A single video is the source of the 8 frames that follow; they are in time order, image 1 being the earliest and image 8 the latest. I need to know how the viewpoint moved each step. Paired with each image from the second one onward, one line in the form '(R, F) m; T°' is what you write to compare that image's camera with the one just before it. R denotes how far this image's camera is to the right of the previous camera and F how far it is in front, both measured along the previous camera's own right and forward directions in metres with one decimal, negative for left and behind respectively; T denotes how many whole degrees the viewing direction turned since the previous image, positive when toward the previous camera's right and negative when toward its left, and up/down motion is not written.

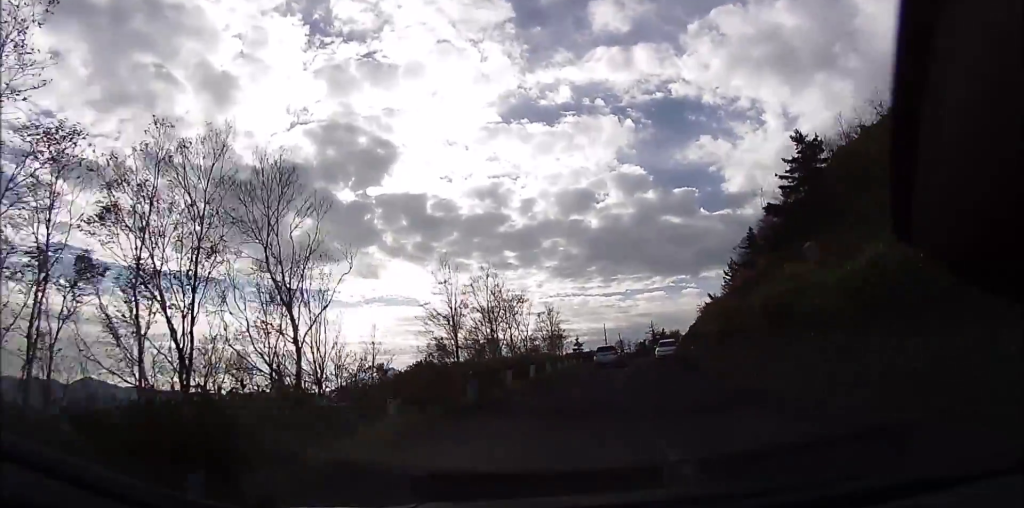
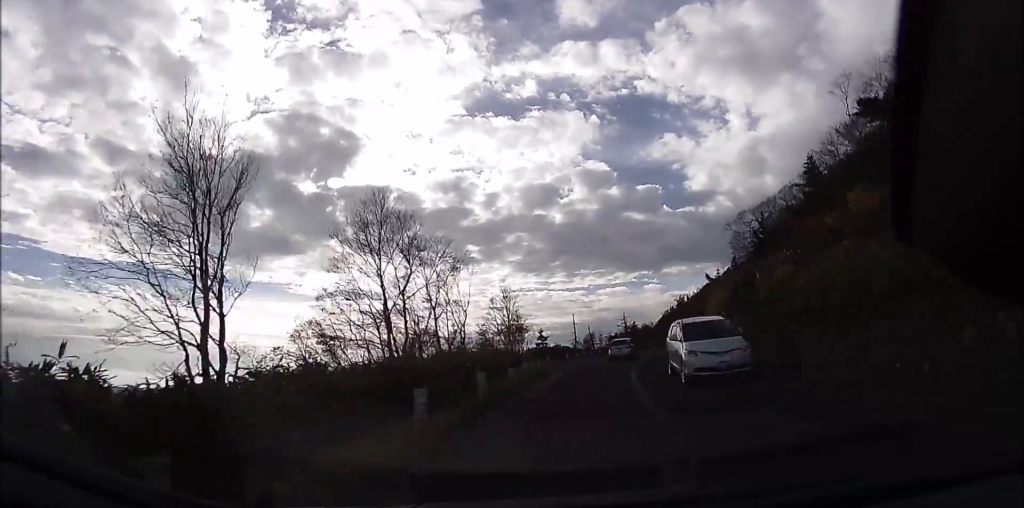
(-0.6, +12.3) m; +4°
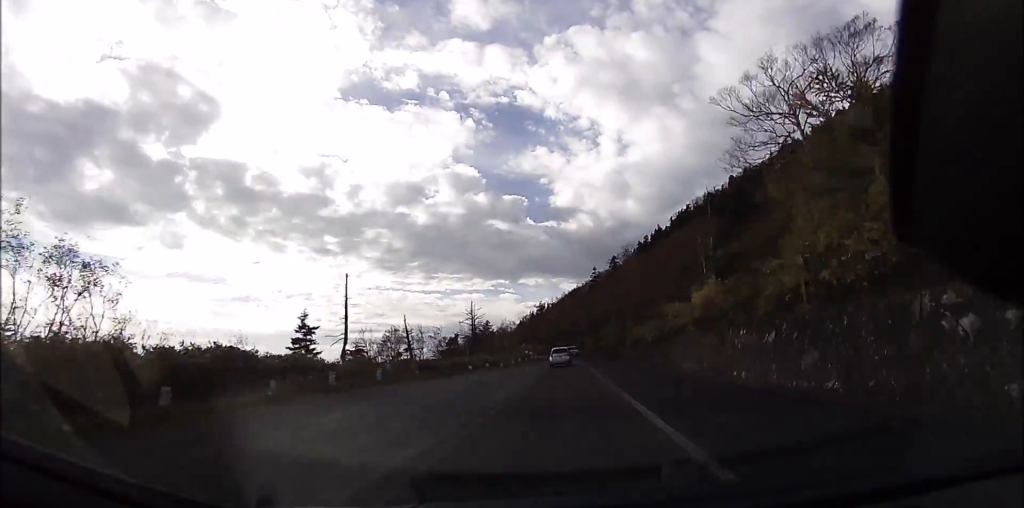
(+6.4, +37.6) m; +16°
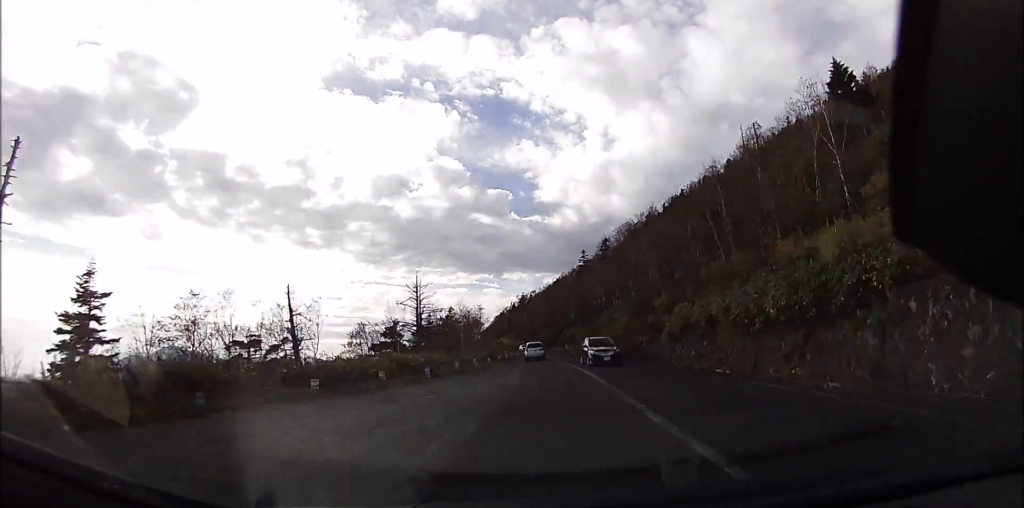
(+0.8, +17.9) m; +3°
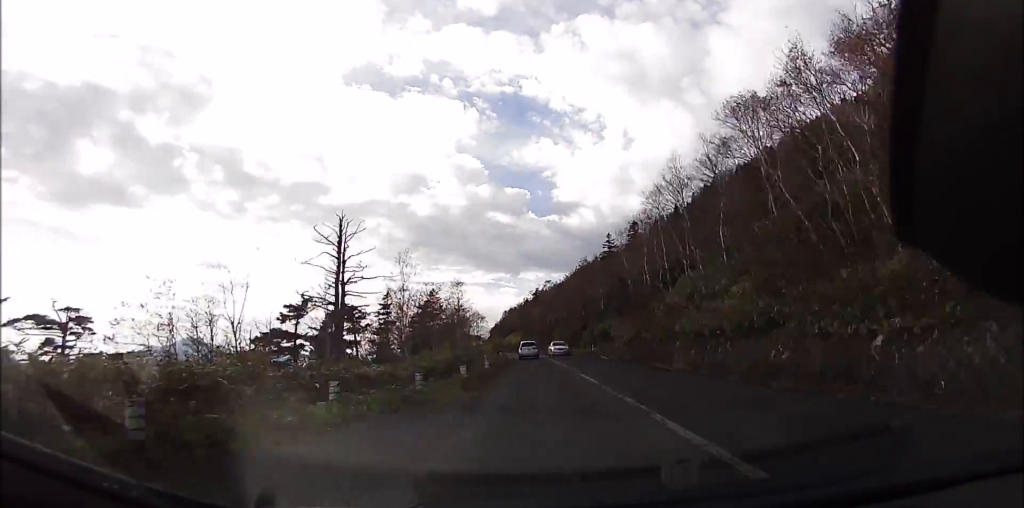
(+0.4, +19.1) m; +1°
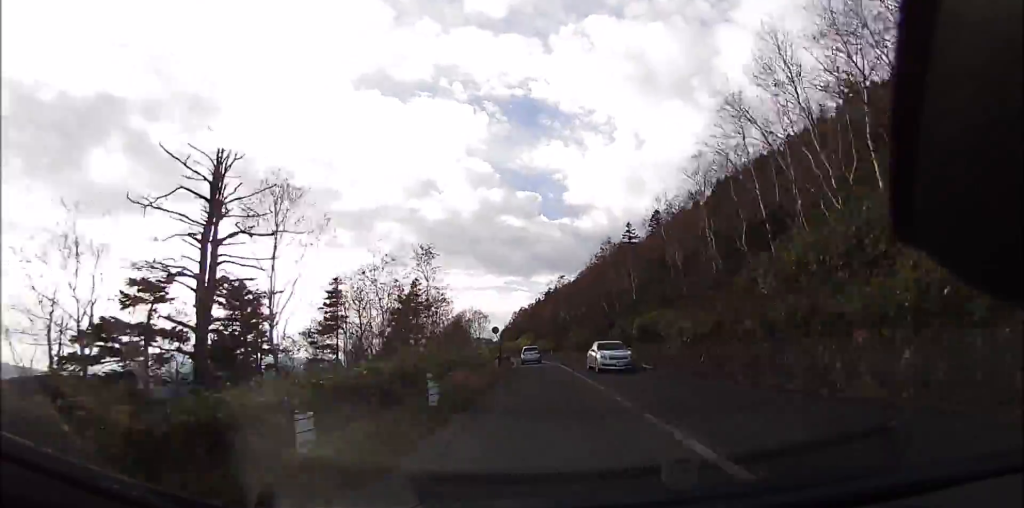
(+0.1, +10.7) m; 0°
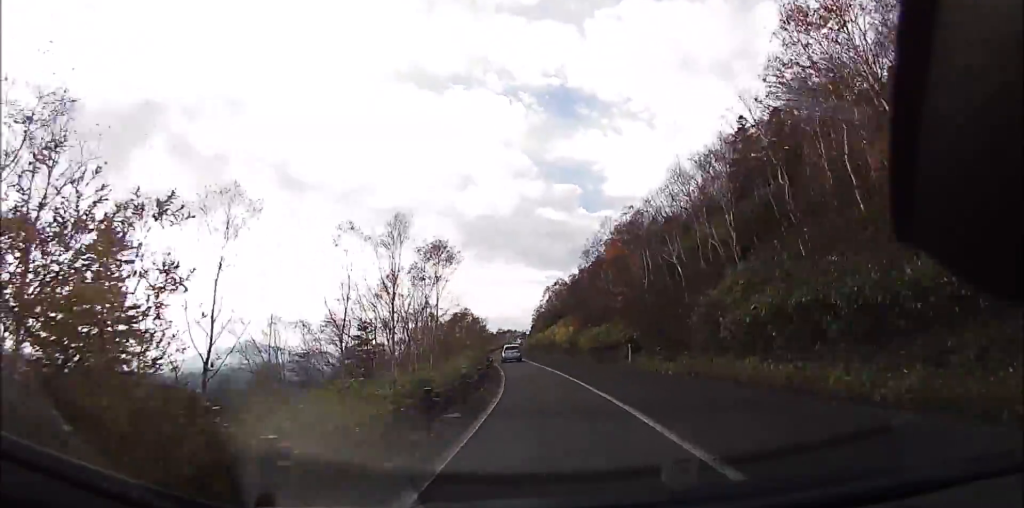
(-2.2, +41.1) m; -6°
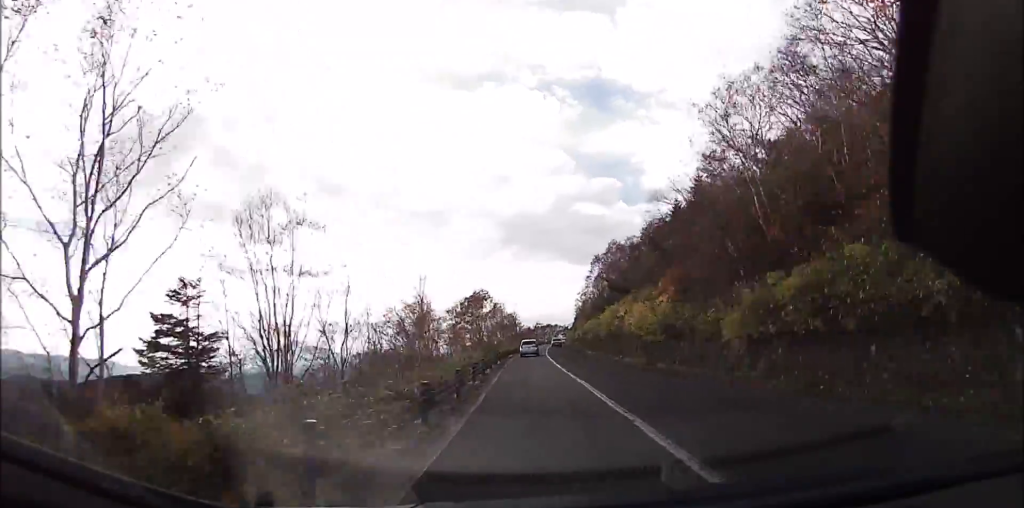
(-0.5, +22.7) m; -4°
